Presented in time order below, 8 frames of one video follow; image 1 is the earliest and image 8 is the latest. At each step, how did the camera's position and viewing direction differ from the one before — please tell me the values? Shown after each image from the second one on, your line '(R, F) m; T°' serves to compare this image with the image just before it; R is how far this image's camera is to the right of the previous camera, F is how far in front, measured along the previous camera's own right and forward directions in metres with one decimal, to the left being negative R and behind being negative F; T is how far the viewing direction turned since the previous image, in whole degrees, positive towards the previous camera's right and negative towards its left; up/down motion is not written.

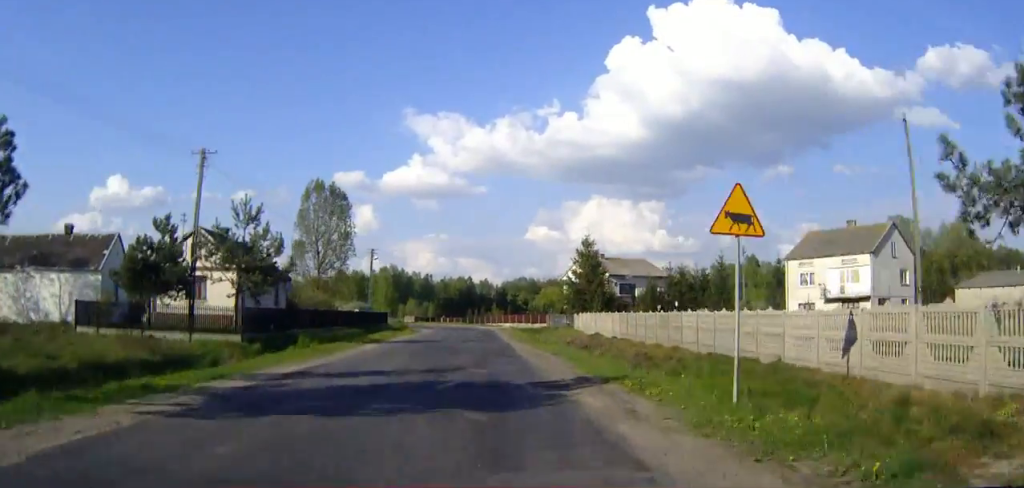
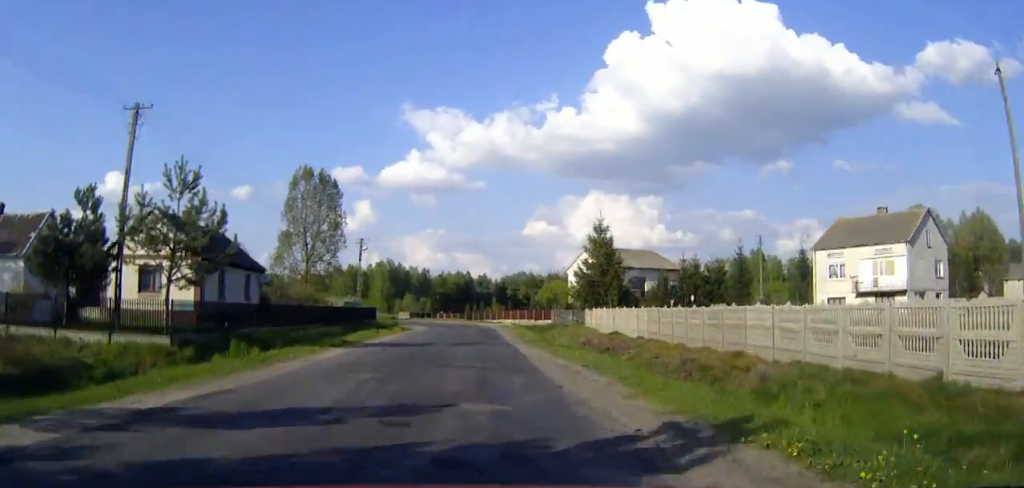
(+0.1, +6.9) m; 0°
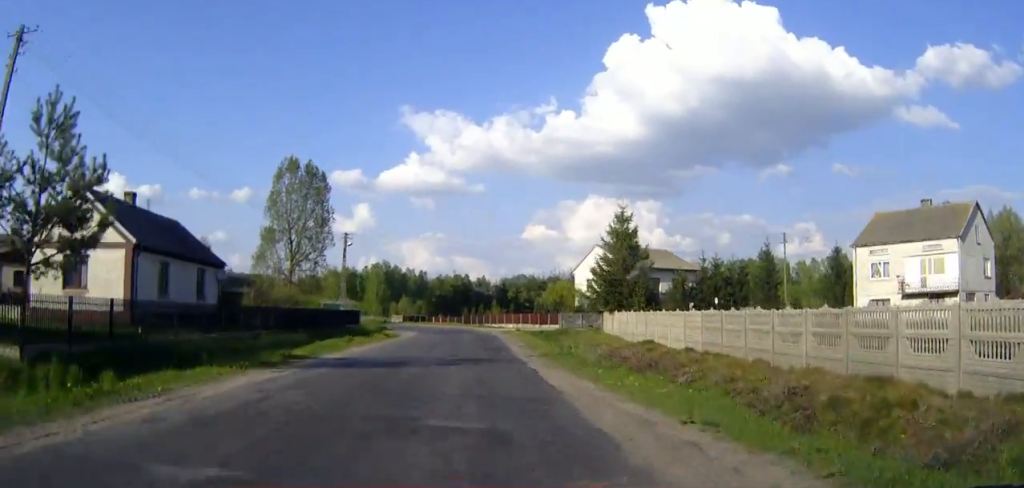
(+0.1, +8.3) m; 0°
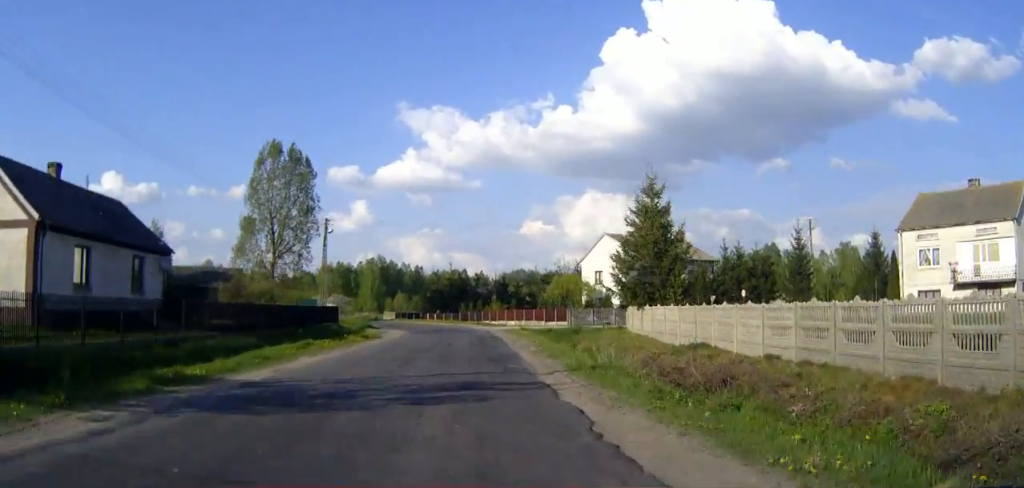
(-0.1, +7.8) m; 0°
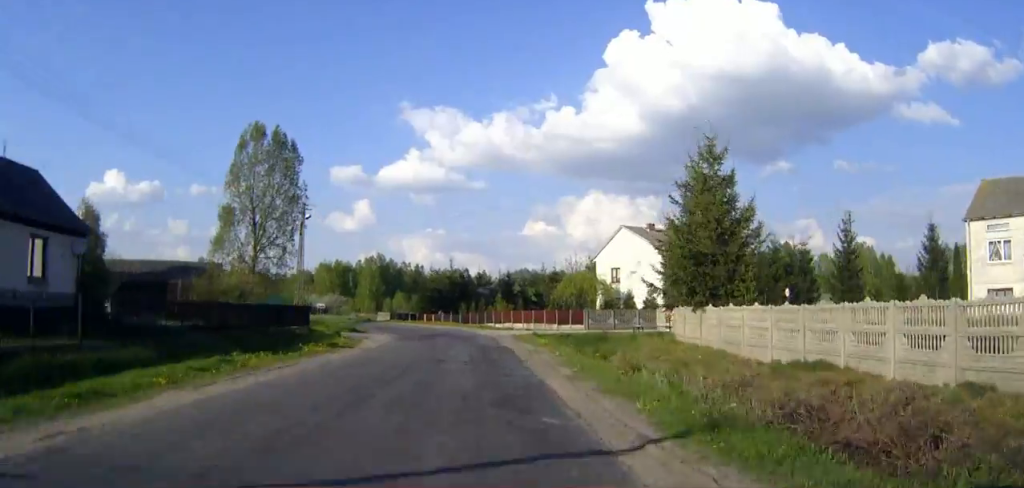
(0.0, +8.8) m; 0°
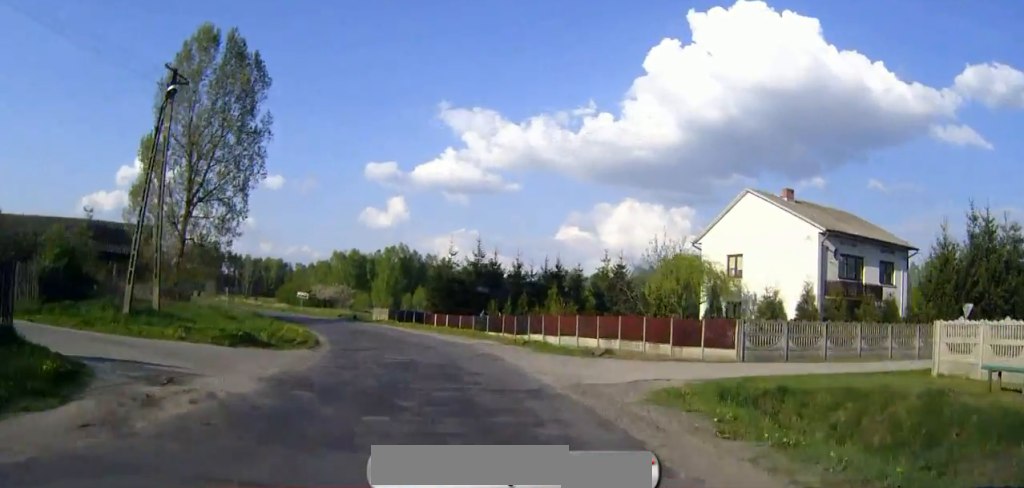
(-0.2, +27.7) m; -2°
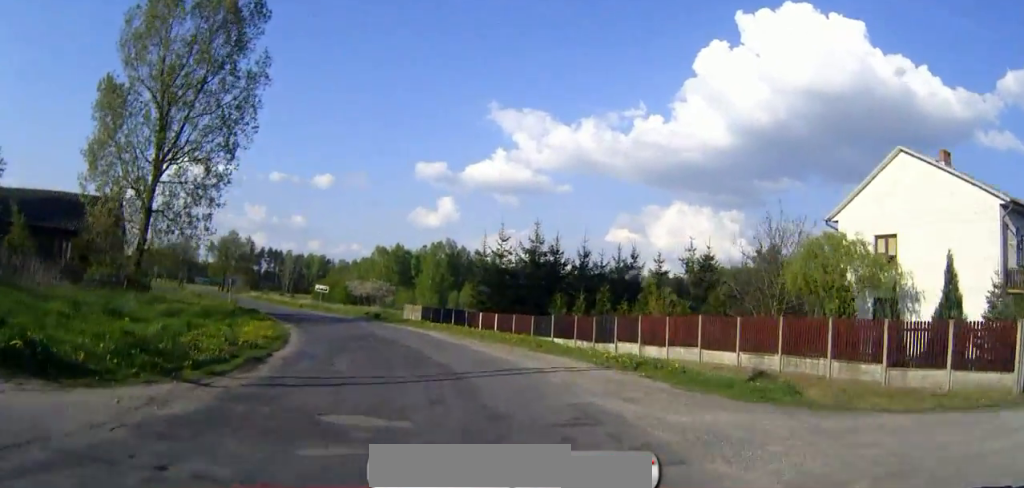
(-0.2, +13.6) m; -3°
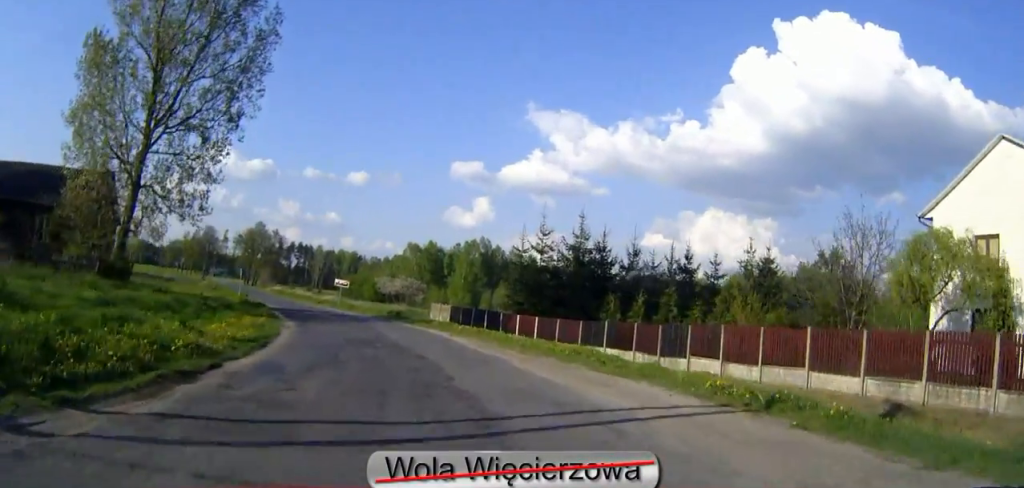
(0.0, +5.9) m; -2°
